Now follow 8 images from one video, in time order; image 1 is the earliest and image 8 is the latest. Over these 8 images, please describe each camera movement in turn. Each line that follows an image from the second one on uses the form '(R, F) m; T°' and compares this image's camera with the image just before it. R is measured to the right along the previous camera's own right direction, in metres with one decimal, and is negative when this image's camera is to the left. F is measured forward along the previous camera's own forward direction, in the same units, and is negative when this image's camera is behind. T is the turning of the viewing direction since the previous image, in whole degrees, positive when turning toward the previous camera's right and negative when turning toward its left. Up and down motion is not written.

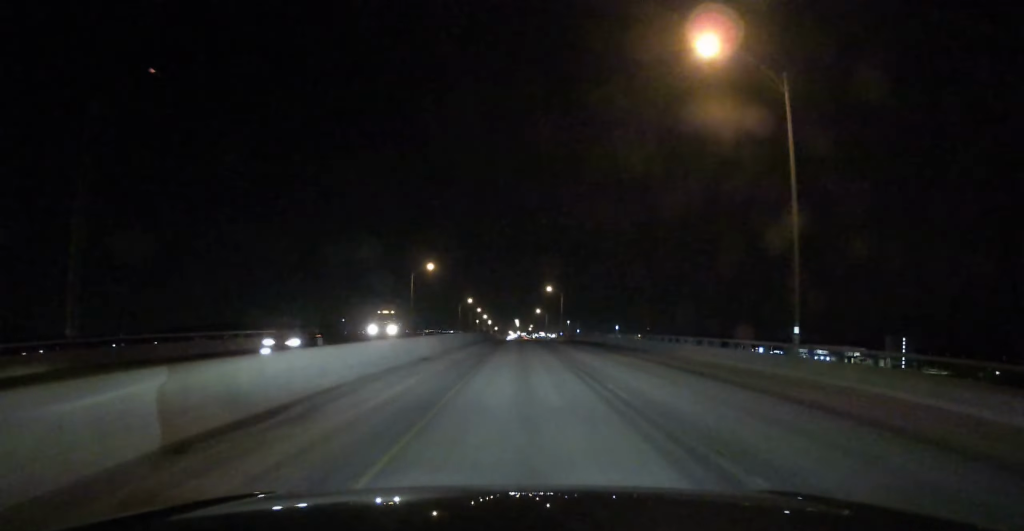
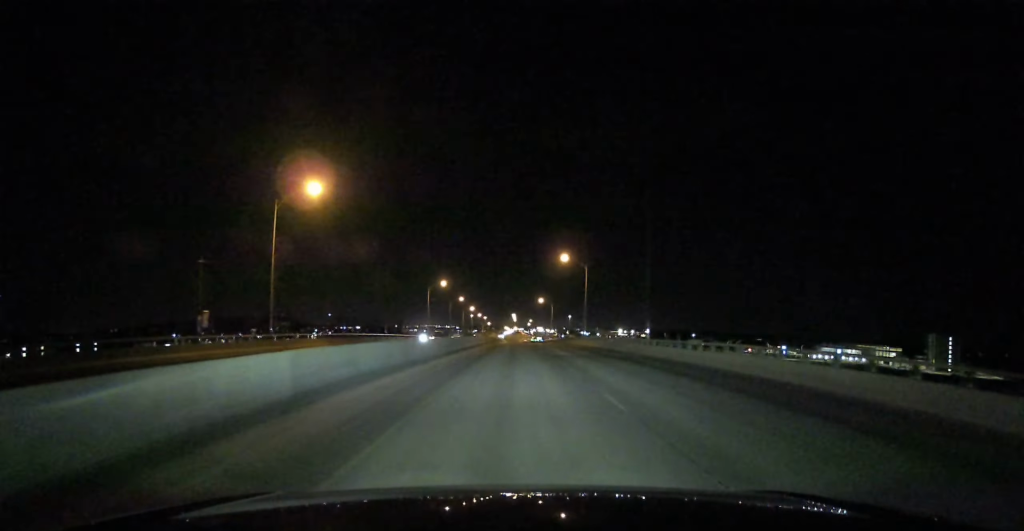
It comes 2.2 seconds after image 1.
(0.0, +70.6) m; 0°
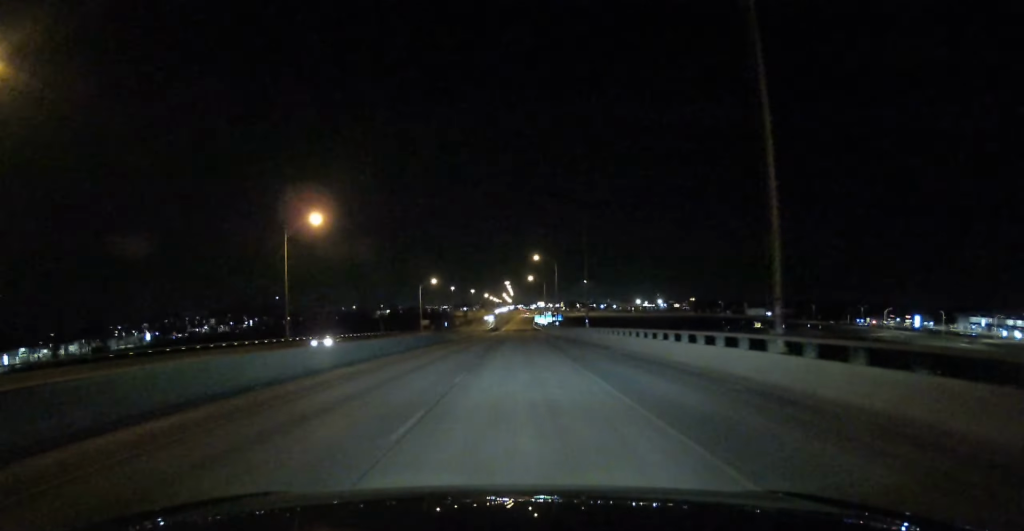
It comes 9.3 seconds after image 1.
(-0.1, +238.7) m; 0°
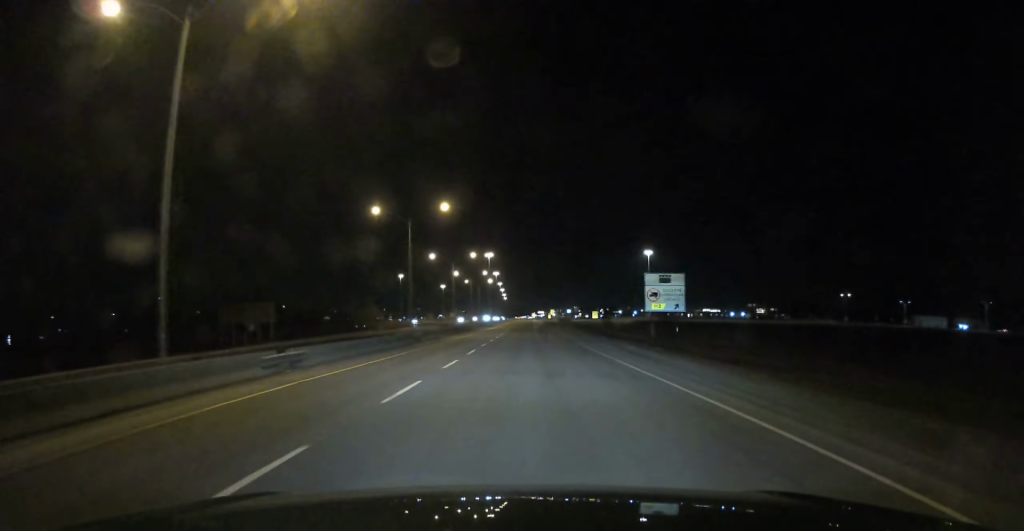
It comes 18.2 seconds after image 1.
(+0.5, +298.9) m; +1°
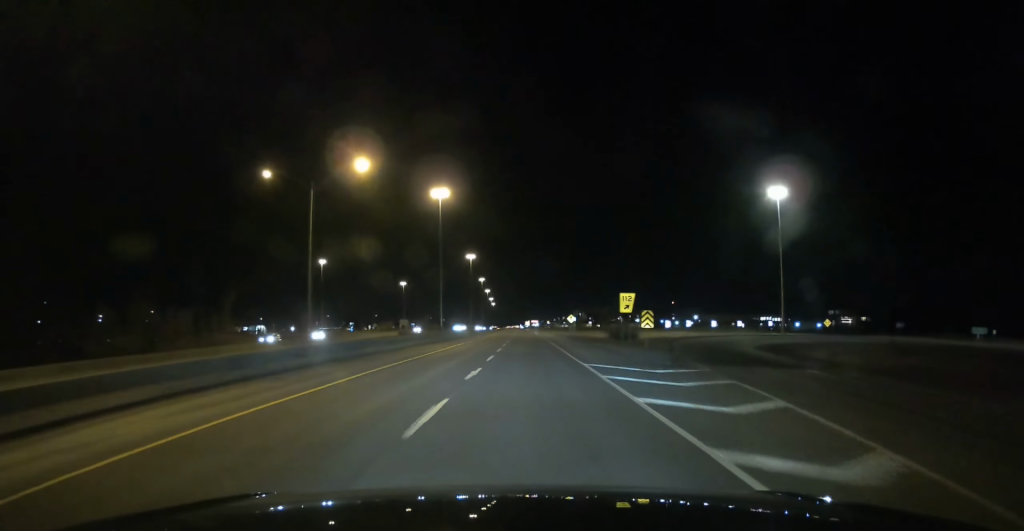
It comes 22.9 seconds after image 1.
(+0.7, +158.7) m; 0°
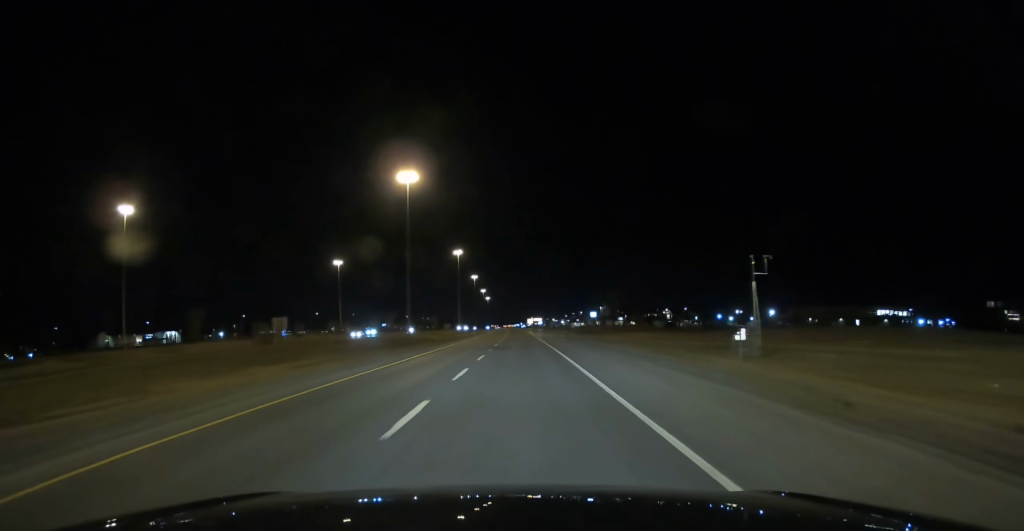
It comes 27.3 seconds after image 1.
(+0.2, +146.0) m; 0°
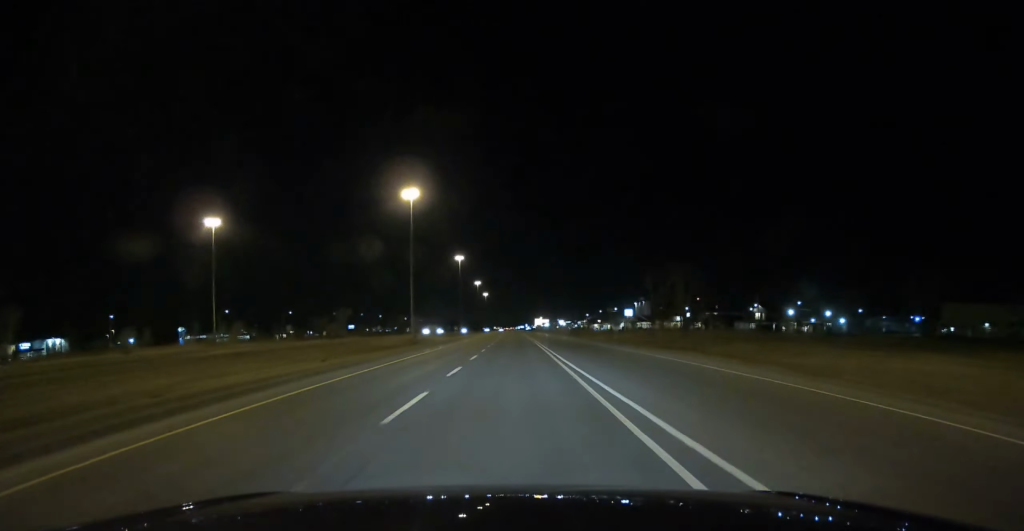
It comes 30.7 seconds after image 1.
(-0.4, +116.1) m; -1°
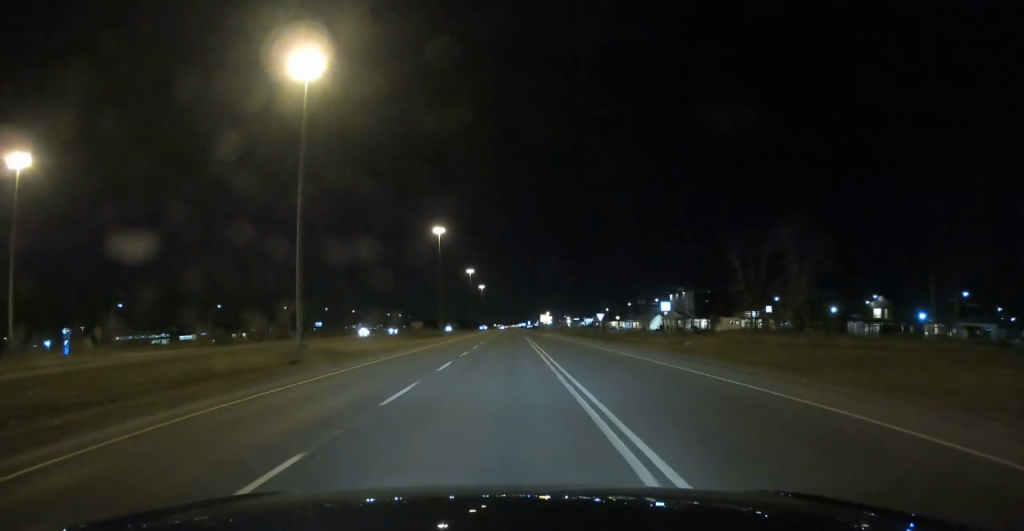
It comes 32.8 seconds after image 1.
(-0.2, +70.3) m; 0°
